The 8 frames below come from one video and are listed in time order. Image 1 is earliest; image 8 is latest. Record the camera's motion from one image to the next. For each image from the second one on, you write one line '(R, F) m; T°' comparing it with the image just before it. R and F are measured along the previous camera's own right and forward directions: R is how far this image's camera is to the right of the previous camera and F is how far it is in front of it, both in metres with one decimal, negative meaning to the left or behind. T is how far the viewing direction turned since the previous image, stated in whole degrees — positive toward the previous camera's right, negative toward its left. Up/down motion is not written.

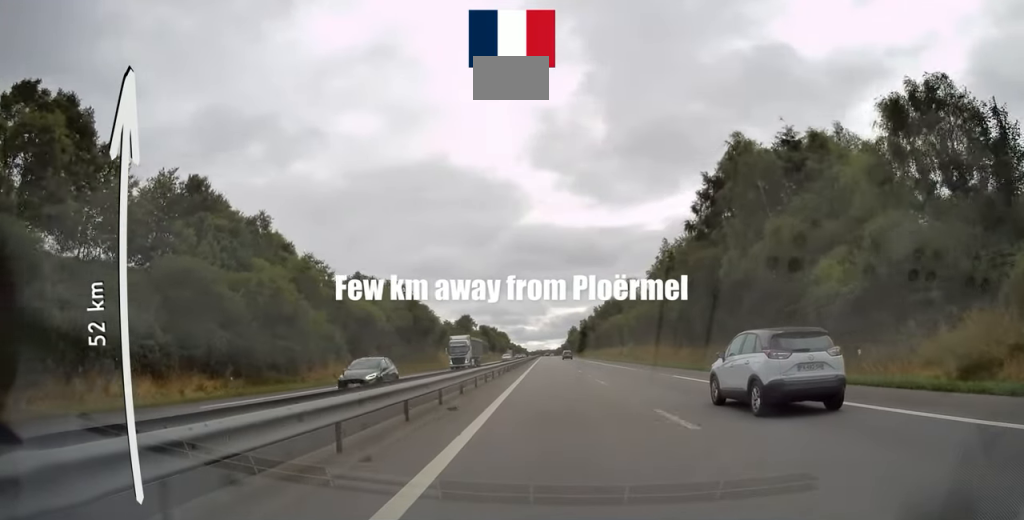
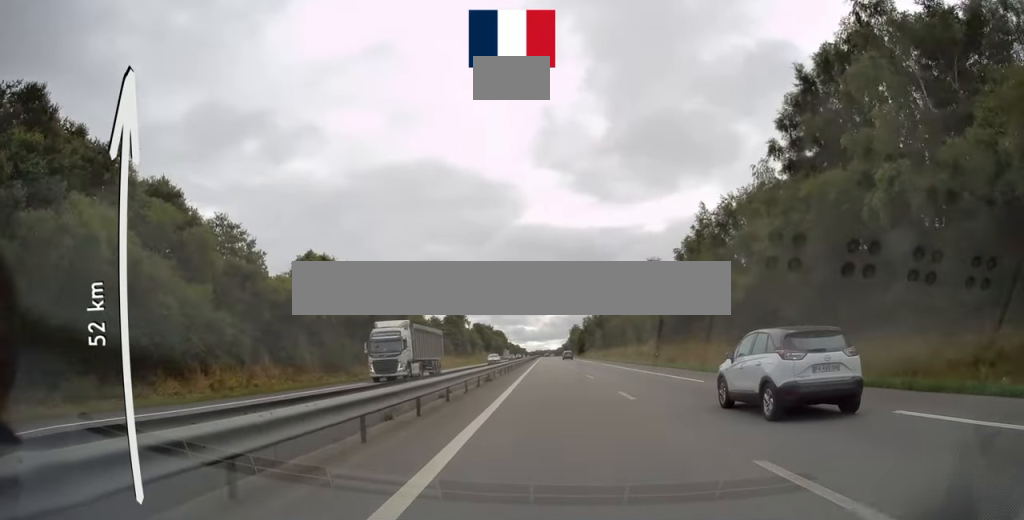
(+0.1, +18.8) m; 0°
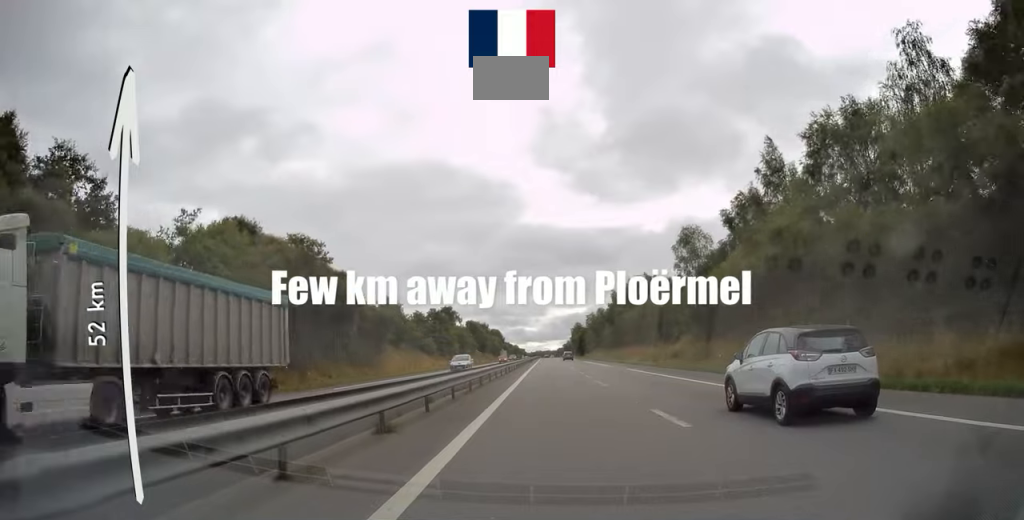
(+0.3, +18.8) m; 0°
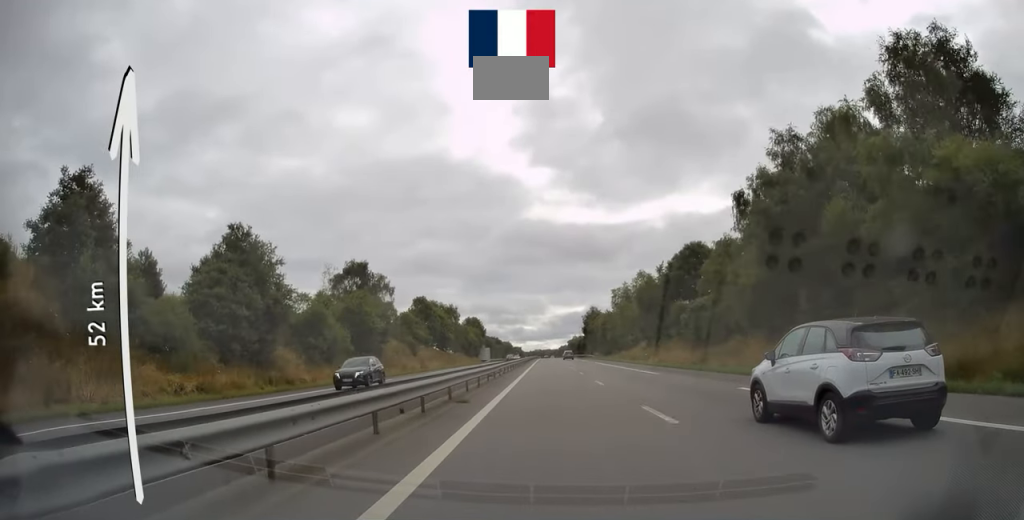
(-0.6, +75.9) m; 0°
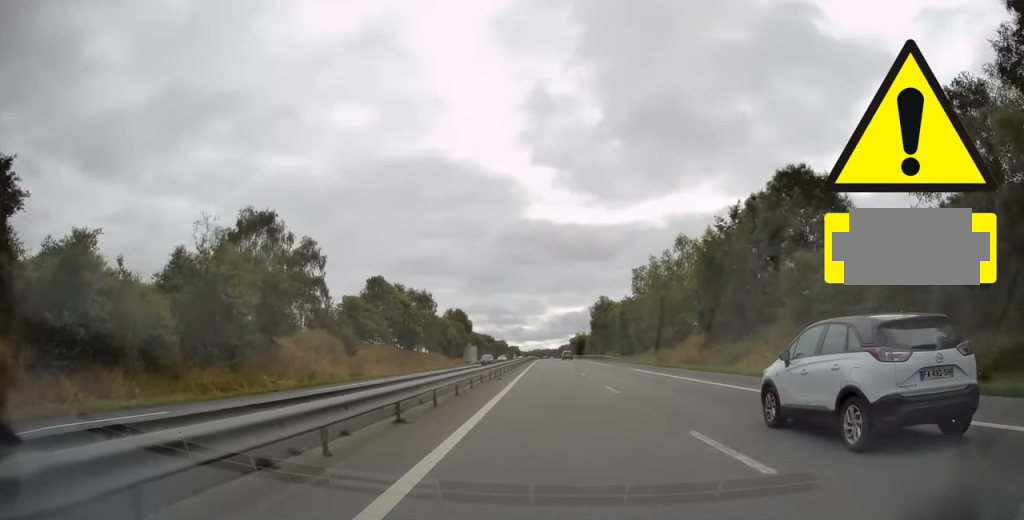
(0.0, +30.1) m; 0°
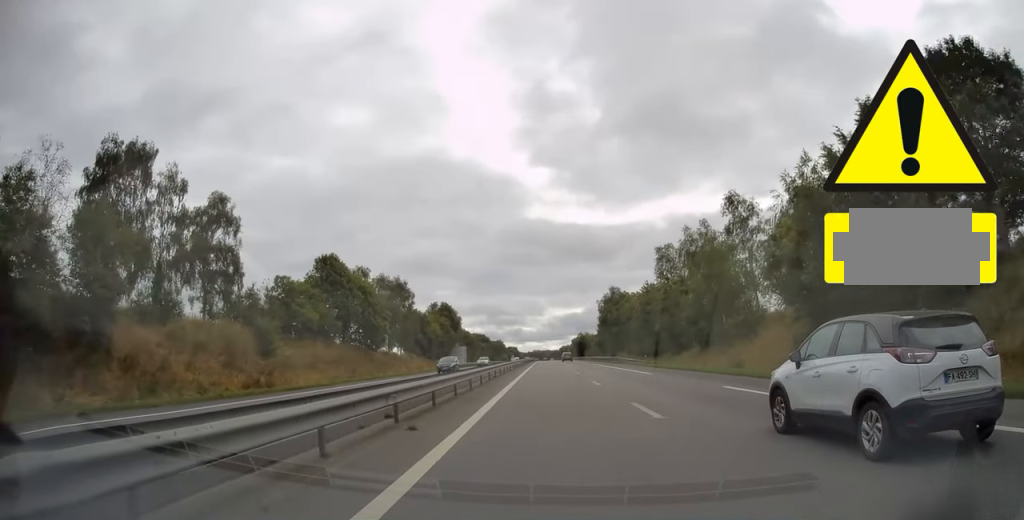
(-0.2, +19.9) m; 0°
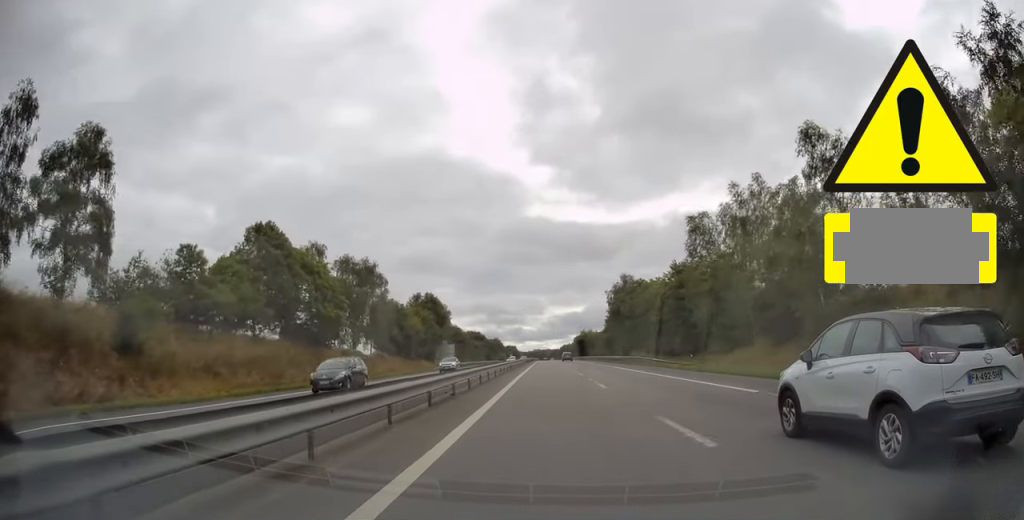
(0.0, +16.3) m; 0°
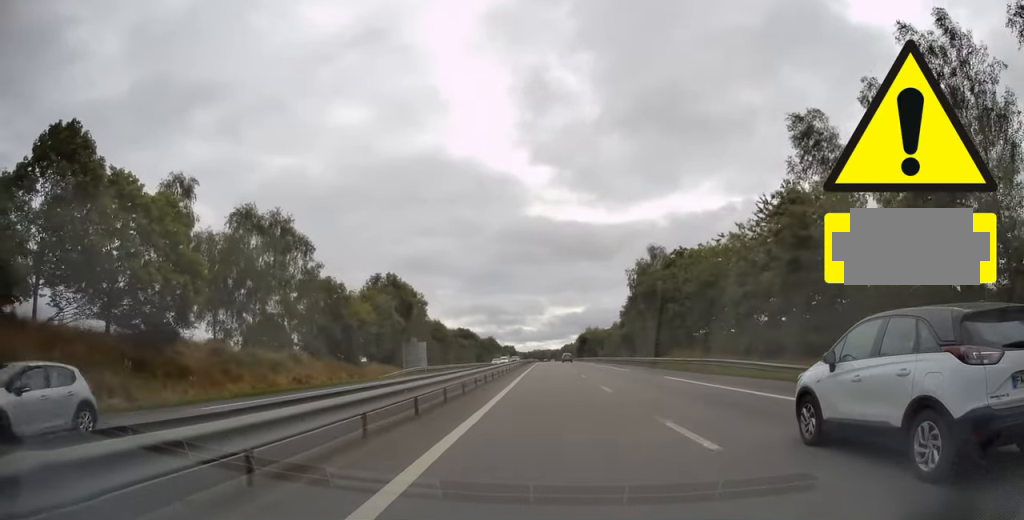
(+0.2, +25.5) m; 0°
